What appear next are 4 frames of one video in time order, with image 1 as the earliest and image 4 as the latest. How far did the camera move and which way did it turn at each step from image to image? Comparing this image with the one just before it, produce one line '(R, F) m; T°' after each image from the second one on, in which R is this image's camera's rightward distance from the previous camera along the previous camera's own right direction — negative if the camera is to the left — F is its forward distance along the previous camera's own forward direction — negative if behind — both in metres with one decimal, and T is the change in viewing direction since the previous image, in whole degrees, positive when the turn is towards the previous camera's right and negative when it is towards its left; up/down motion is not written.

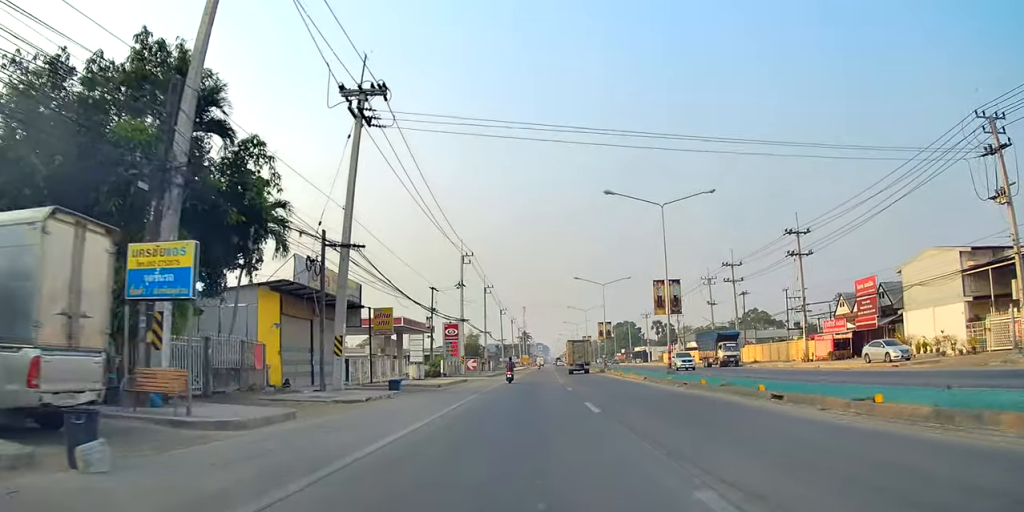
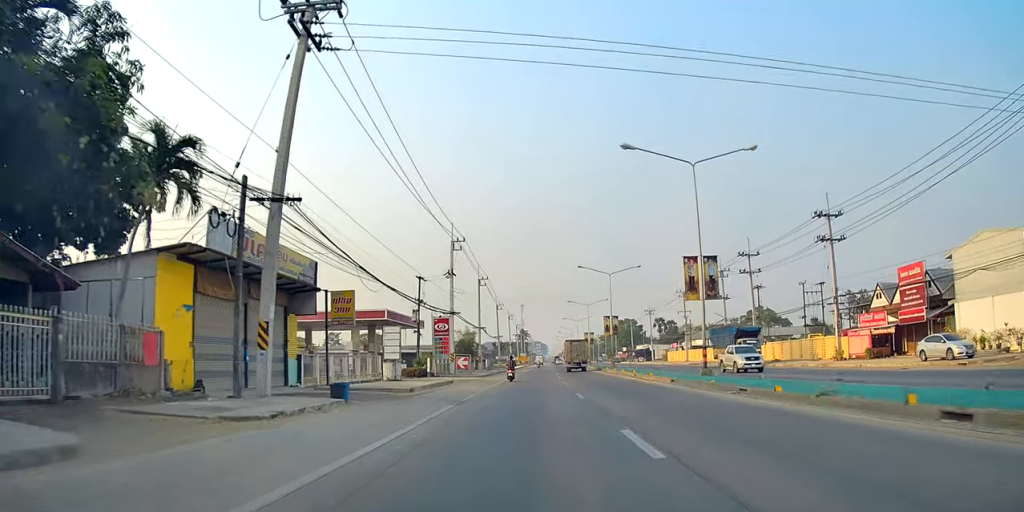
(0.0, +7.3) m; 0°
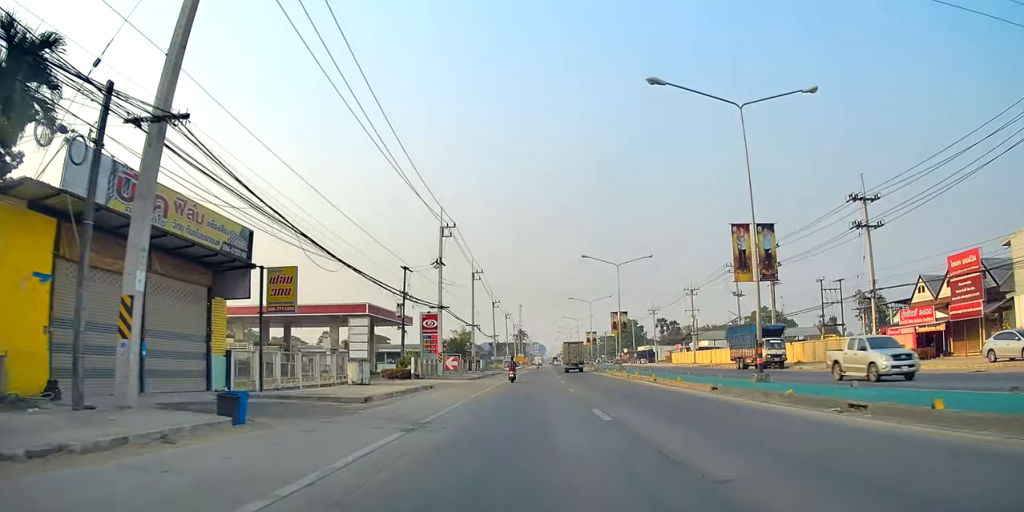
(0.0, +6.8) m; 0°
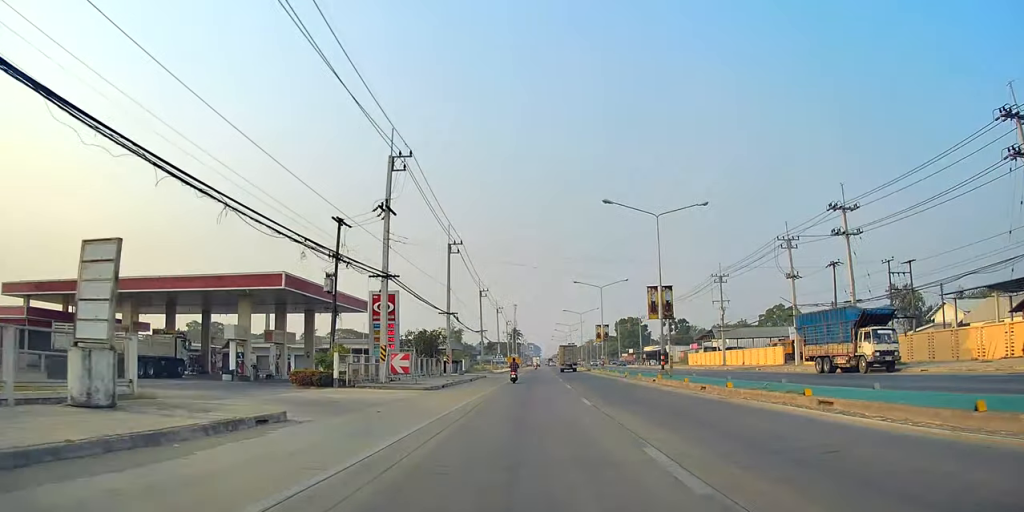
(-0.4, +19.3) m; -3°
